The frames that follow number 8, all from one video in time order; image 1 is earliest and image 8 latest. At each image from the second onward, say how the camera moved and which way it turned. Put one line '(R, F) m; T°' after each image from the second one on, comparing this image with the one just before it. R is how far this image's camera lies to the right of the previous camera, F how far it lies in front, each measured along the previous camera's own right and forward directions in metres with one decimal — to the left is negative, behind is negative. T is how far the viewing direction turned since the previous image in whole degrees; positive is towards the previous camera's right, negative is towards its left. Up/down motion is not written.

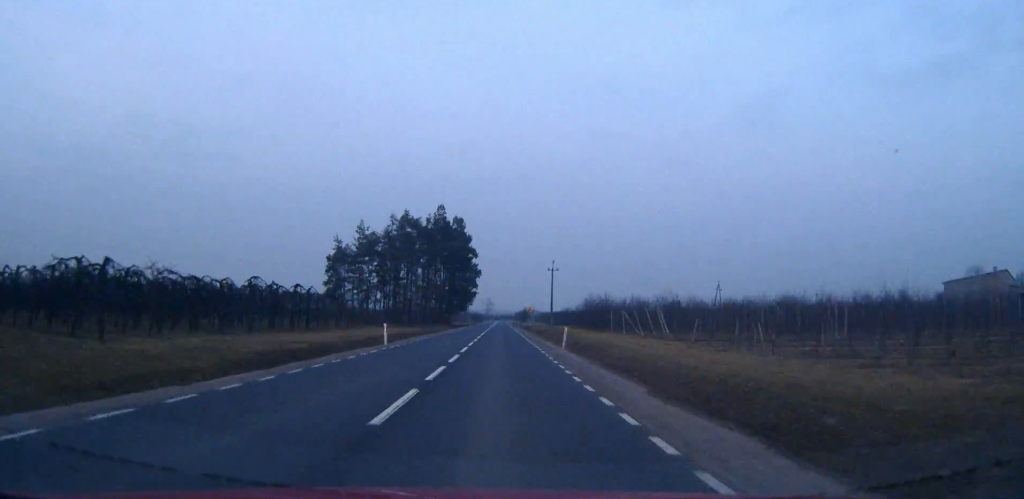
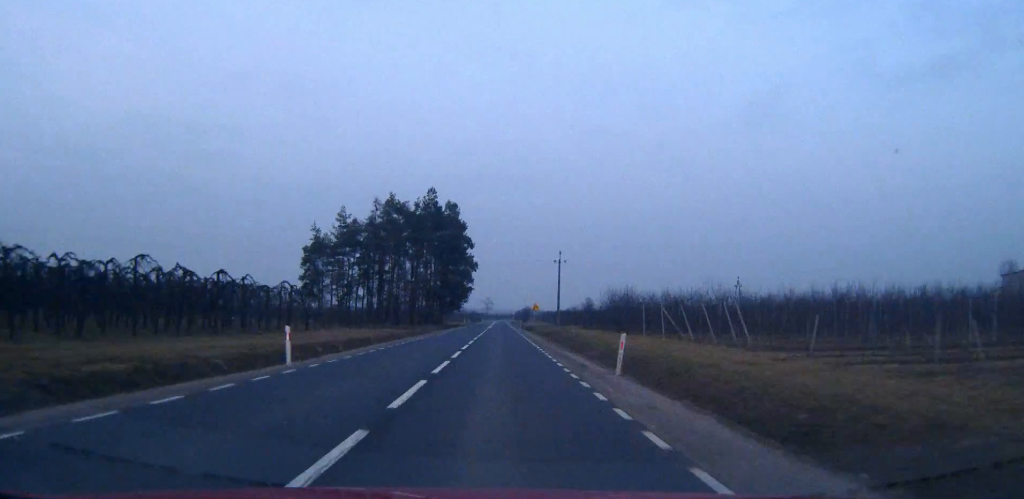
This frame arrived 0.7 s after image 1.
(0.0, +16.4) m; 0°
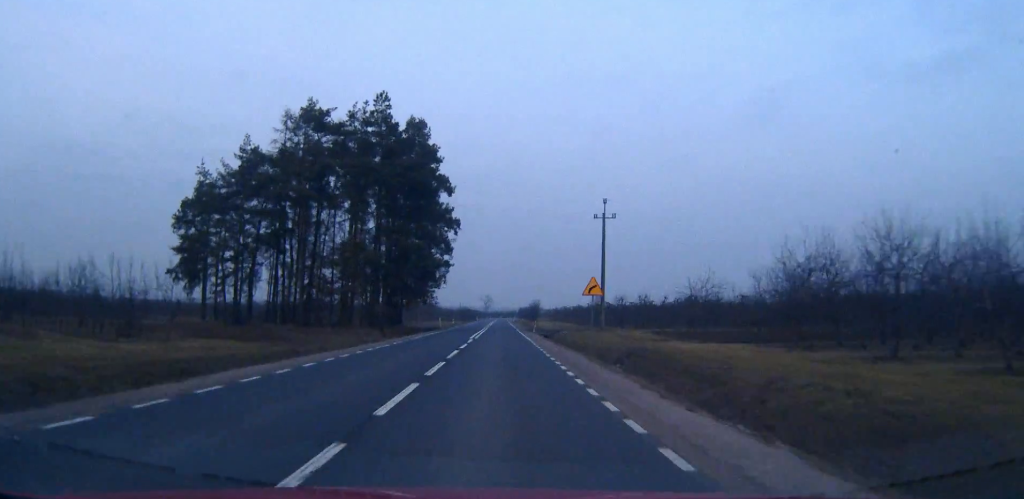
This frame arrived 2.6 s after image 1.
(0.0, +48.4) m; 0°
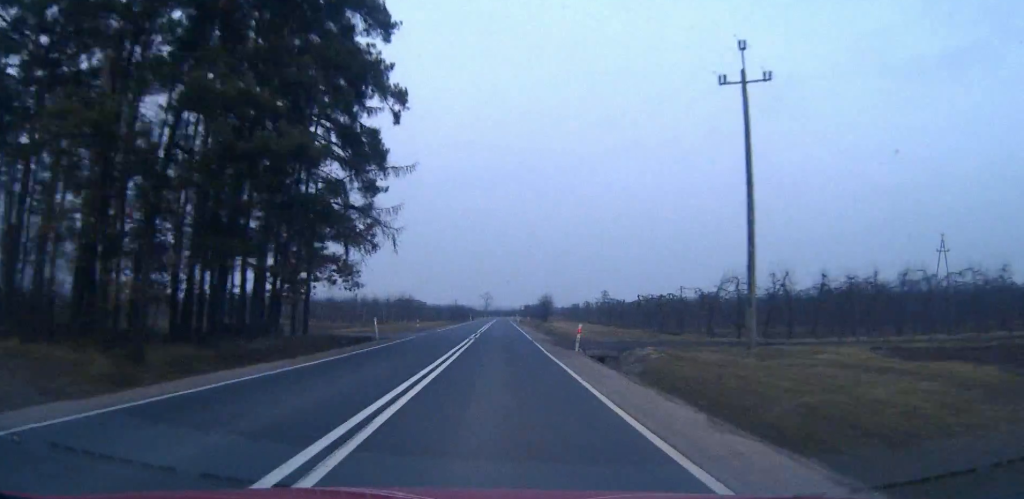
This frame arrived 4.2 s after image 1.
(-0.1, +38.2) m; 0°
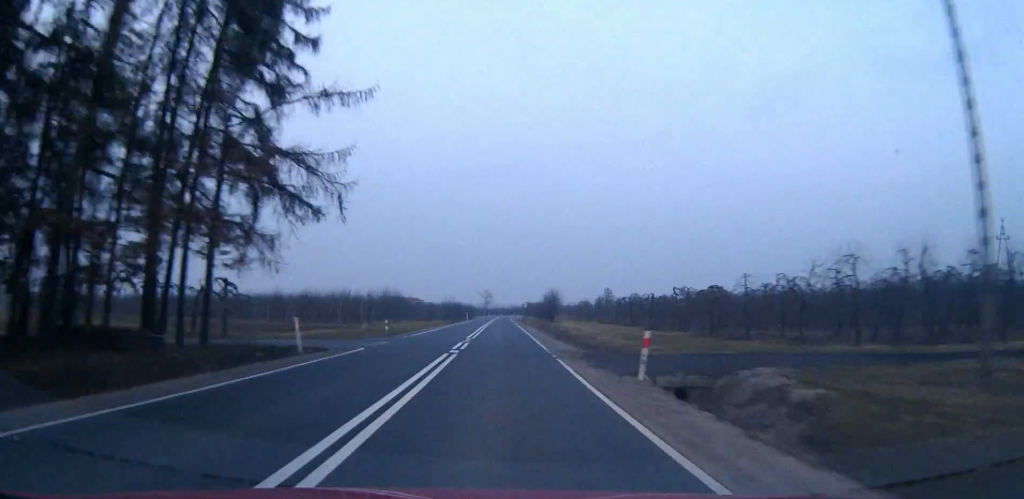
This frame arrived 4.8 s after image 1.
(0.0, +14.2) m; 0°
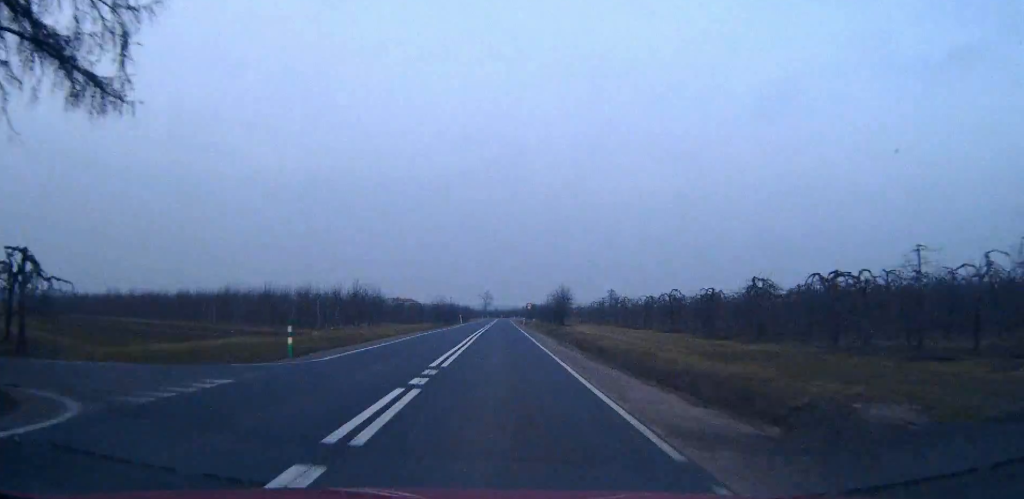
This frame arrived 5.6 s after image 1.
(0.0, +17.6) m; 0°
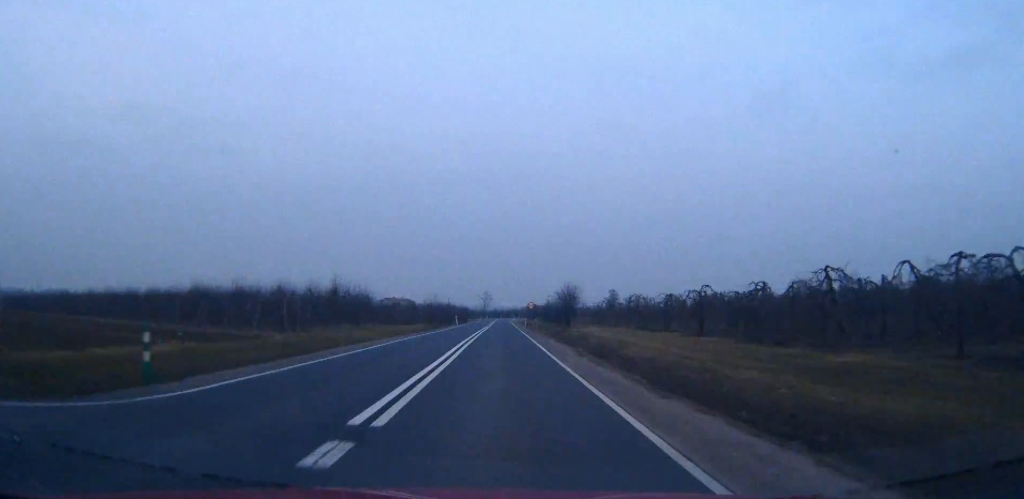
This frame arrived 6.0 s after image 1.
(0.0, +8.8) m; 0°
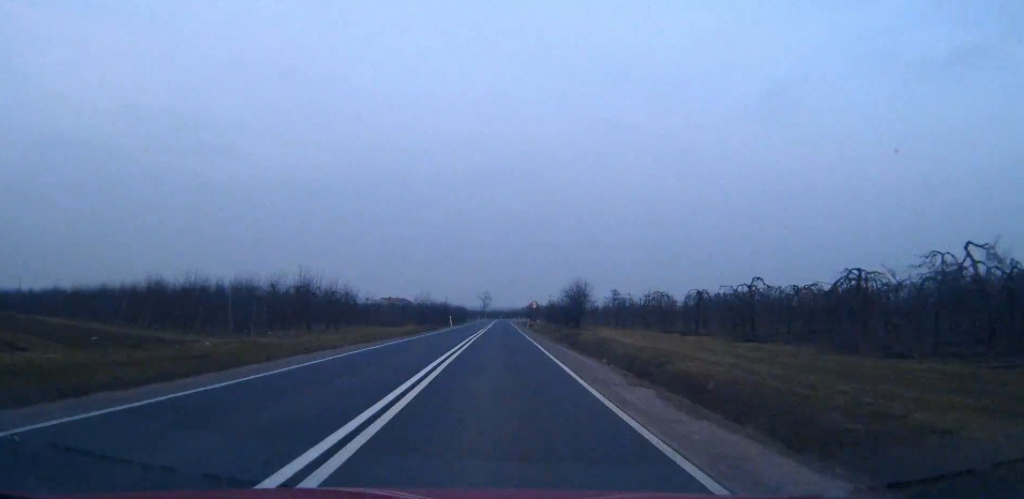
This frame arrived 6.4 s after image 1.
(0.0, +10.2) m; 0°
